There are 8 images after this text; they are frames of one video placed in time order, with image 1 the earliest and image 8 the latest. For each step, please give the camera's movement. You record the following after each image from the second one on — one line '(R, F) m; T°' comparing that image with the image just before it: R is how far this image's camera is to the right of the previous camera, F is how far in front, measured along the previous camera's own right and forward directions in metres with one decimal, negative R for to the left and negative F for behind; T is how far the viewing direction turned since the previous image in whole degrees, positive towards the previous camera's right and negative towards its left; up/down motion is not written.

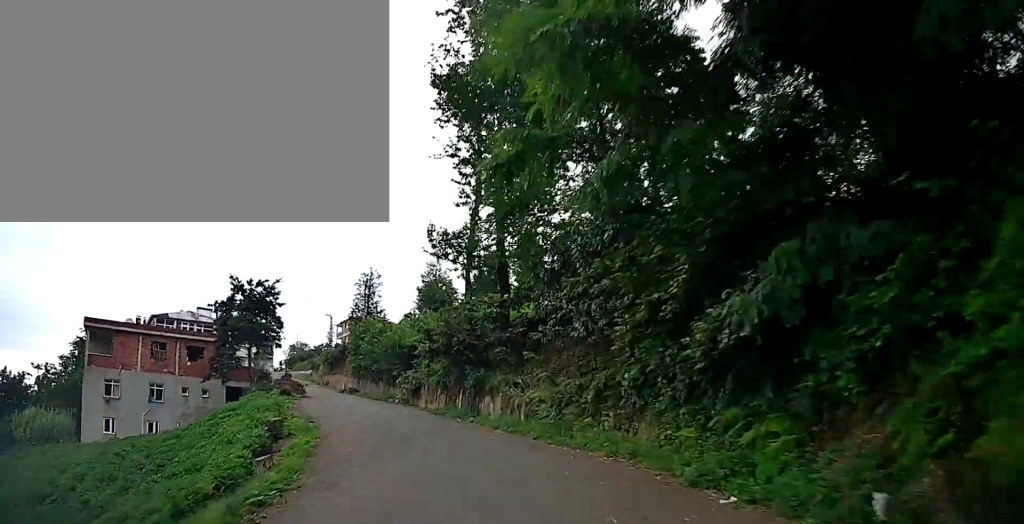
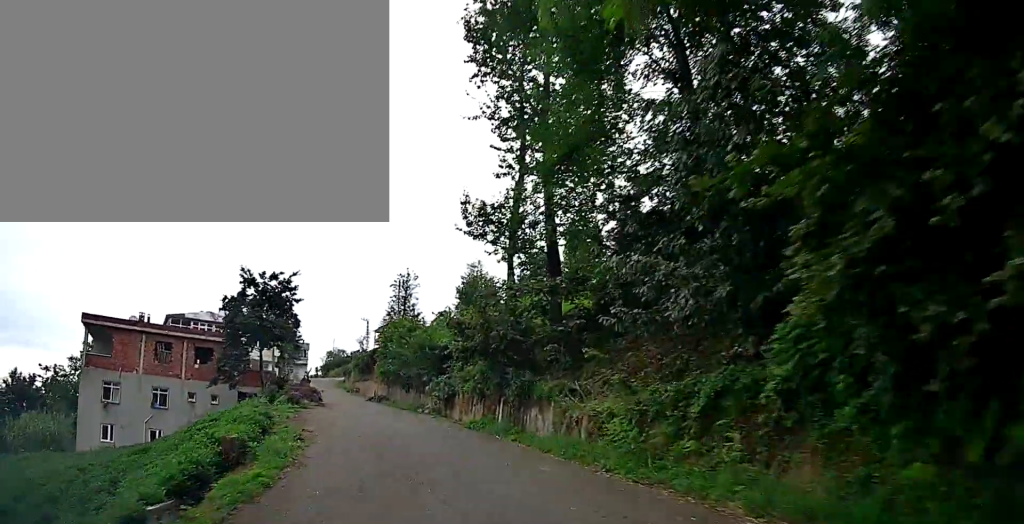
(0.0, +4.7) m; -3°
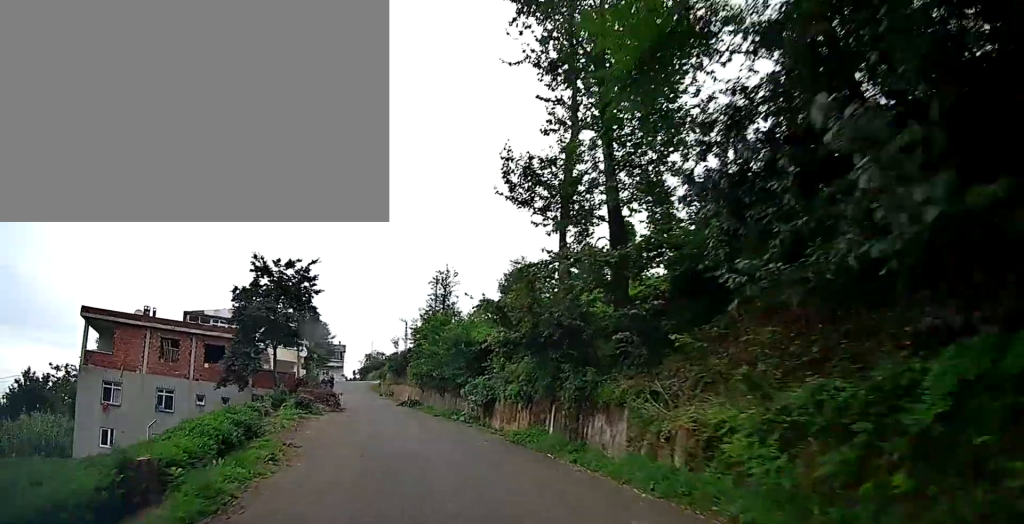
(-0.2, +4.2) m; -3°
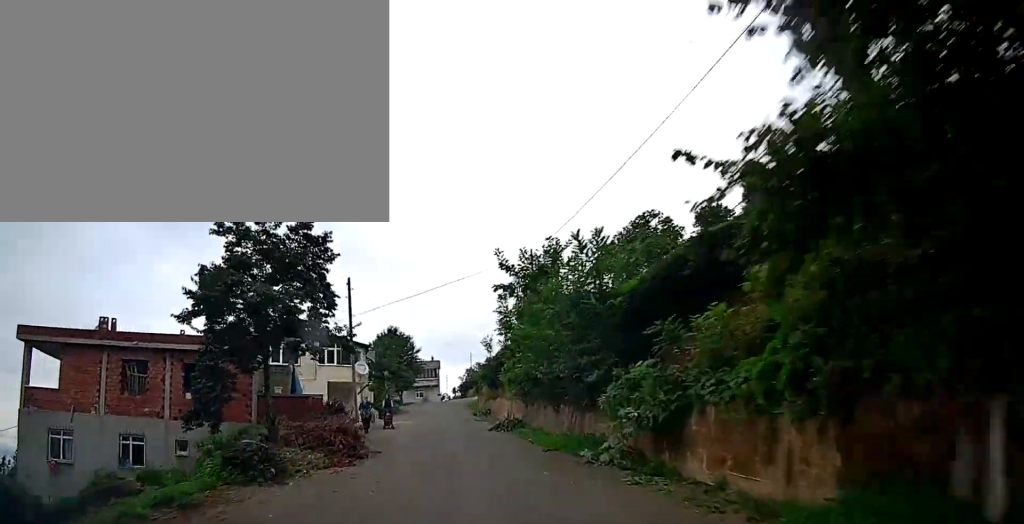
(-1.0, +12.6) m; -9°
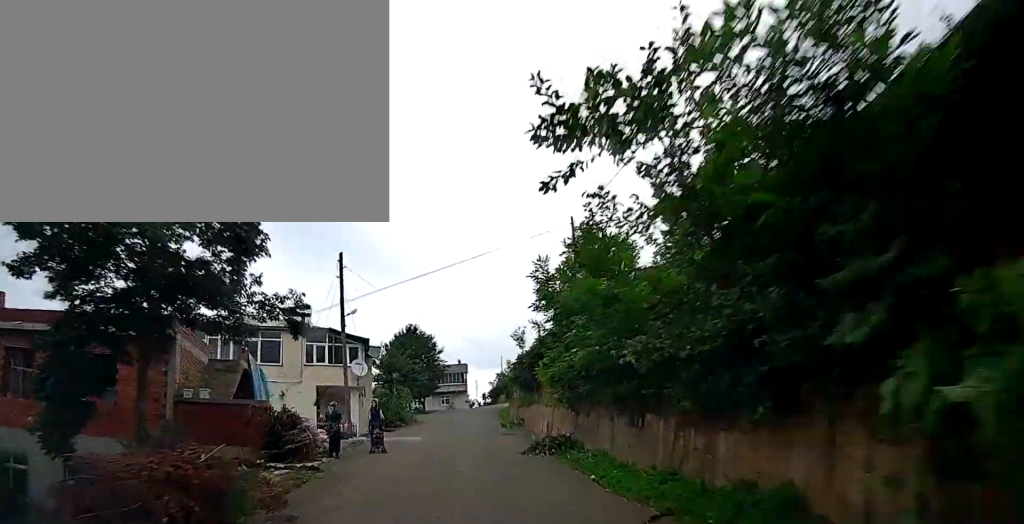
(-0.4, +8.0) m; -5°
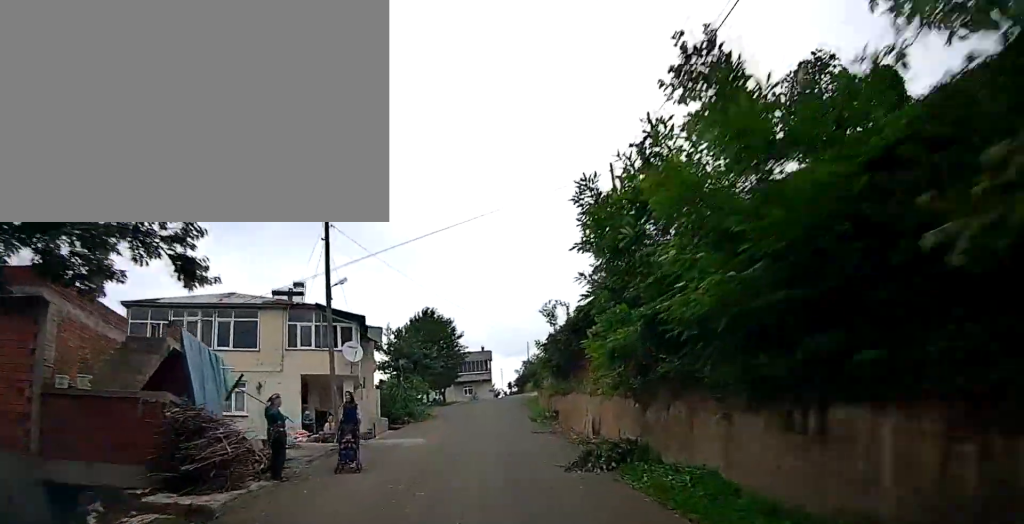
(-0.2, +5.7) m; -3°
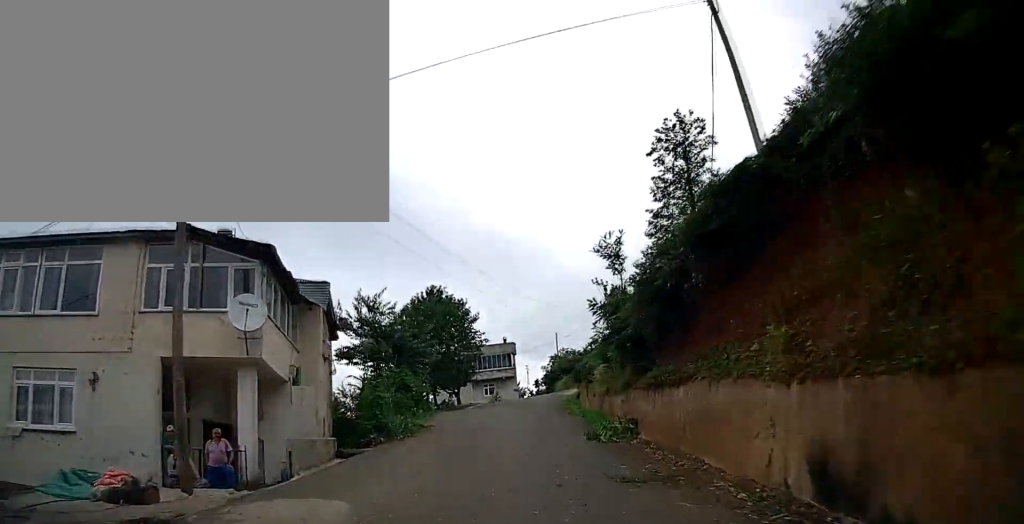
(-0.4, +11.5) m; -1°
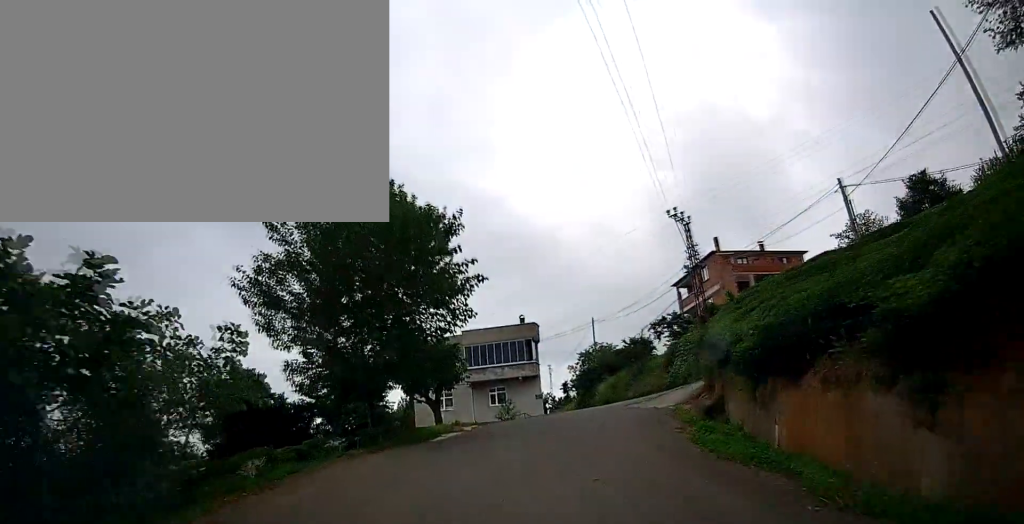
(-0.1, +23.0) m; -2°
